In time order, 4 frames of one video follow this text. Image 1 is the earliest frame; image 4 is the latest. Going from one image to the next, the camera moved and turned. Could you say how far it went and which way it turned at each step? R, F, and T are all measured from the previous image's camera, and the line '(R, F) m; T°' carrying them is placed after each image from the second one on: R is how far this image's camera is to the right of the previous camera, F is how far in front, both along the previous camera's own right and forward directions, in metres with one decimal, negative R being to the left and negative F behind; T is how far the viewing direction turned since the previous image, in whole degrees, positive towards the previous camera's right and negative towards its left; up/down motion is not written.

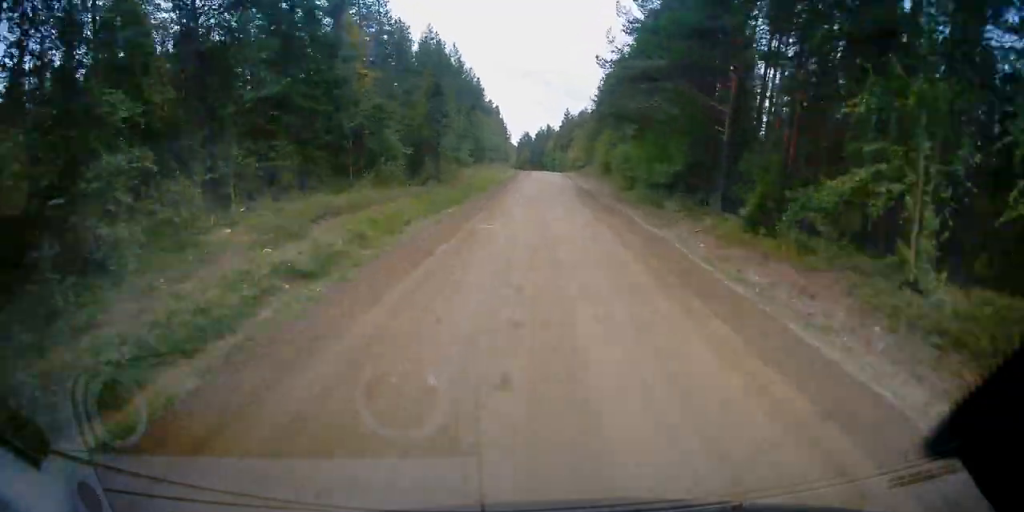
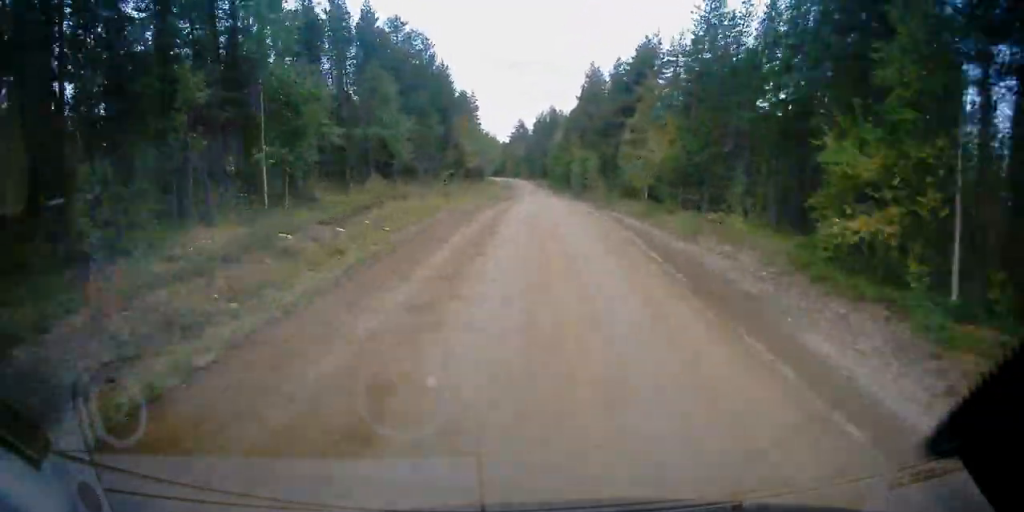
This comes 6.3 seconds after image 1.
(+1.1, +77.1) m; -1°
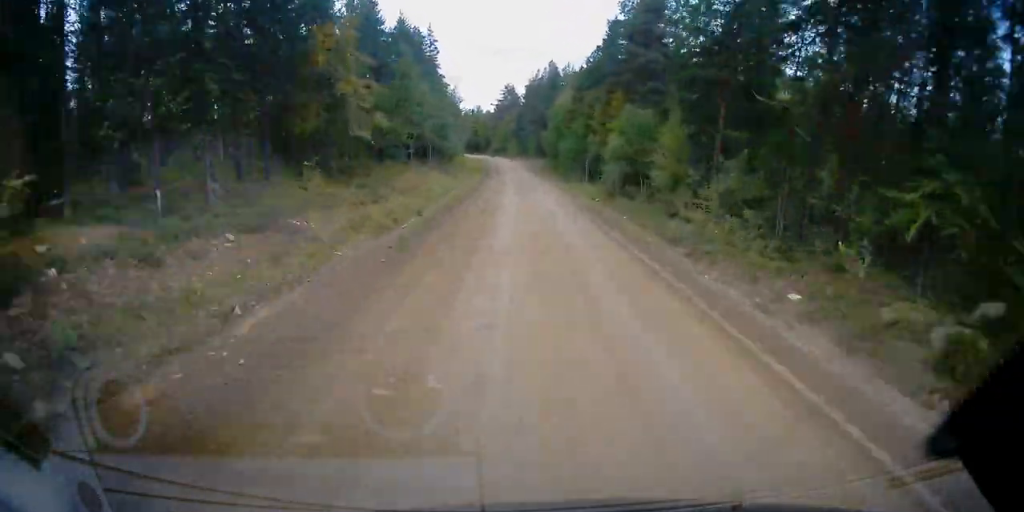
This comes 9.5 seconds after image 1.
(-1.7, +37.5) m; -2°
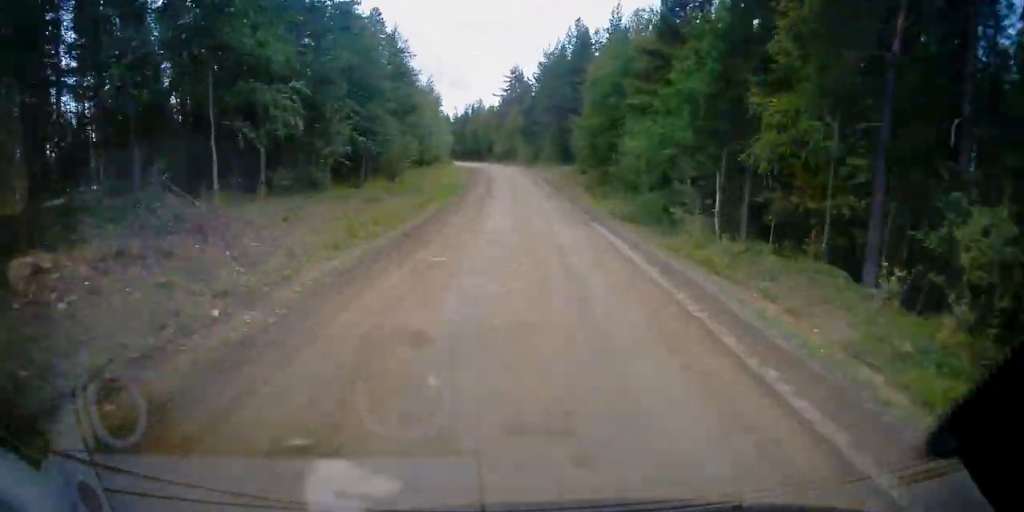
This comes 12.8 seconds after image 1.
(-0.6, +38.4) m; -2°
